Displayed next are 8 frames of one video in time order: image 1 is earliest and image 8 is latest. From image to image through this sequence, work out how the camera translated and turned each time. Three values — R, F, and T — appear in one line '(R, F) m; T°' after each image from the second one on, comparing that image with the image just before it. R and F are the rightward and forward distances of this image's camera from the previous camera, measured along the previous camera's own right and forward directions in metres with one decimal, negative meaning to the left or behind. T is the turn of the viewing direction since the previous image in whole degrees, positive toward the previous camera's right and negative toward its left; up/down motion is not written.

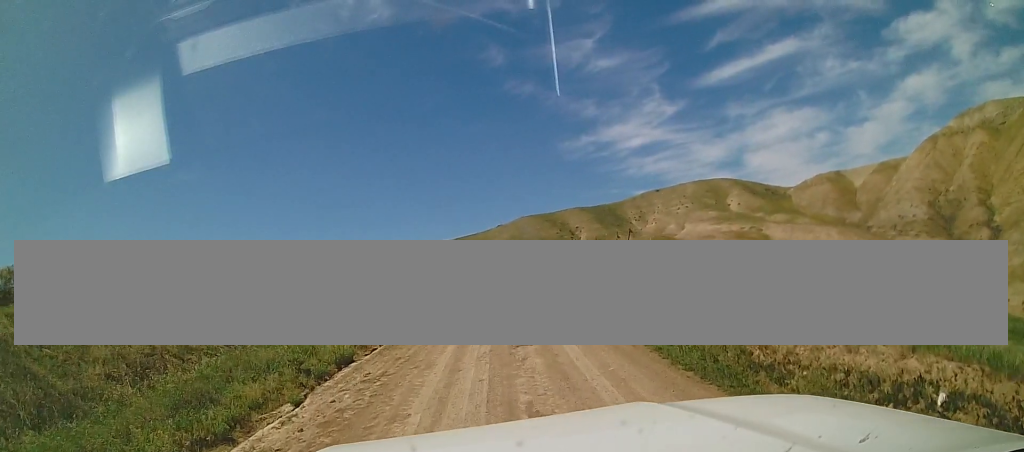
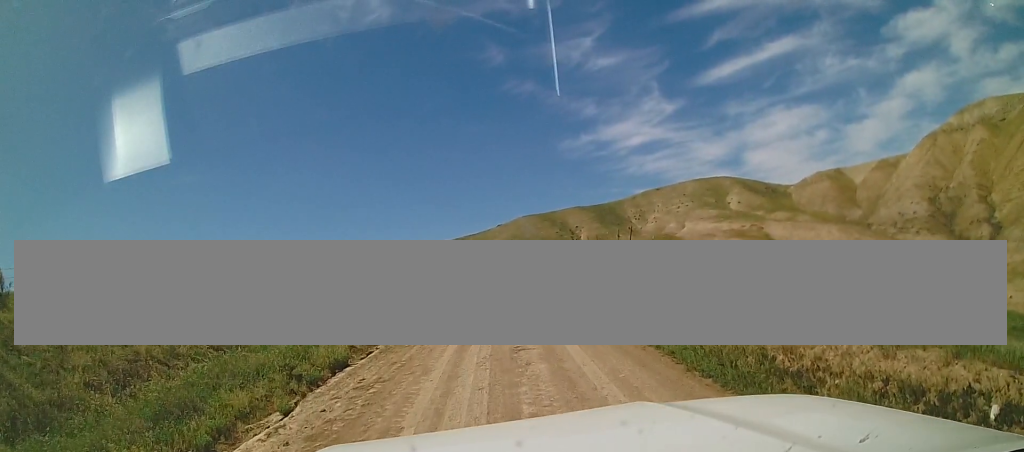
(0.0, +0.7) m; 0°
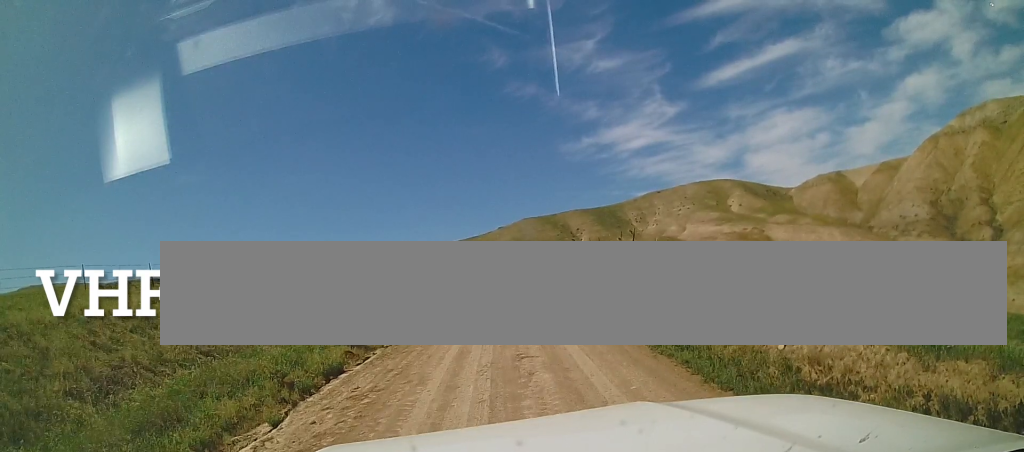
(+0.3, +1.0) m; 0°
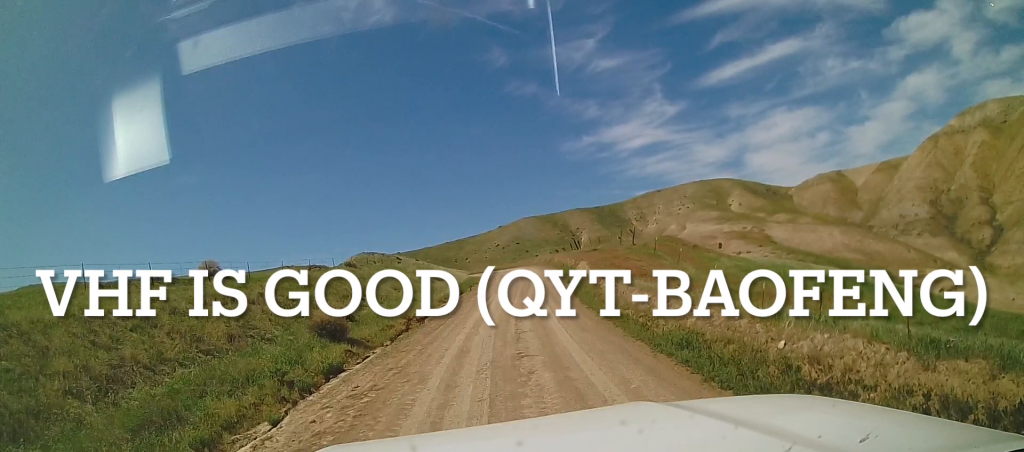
(+0.1, +0.3) m; 0°
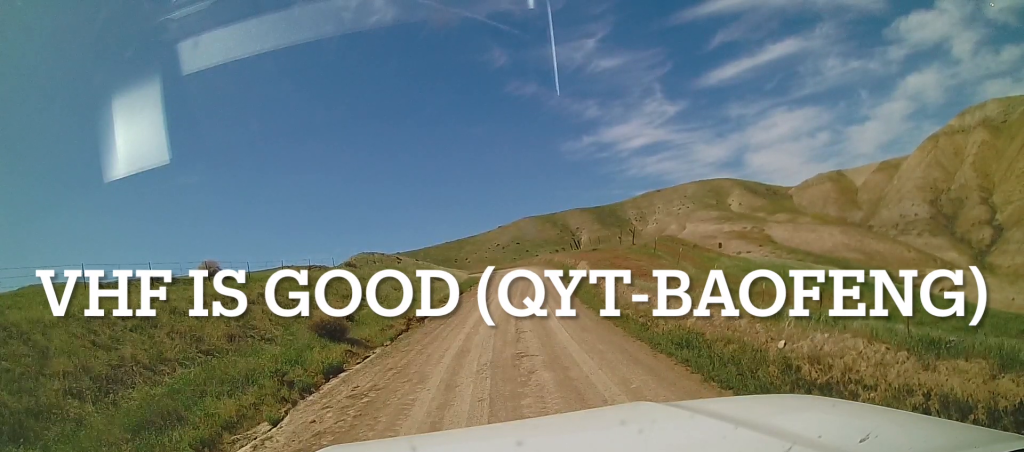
(+0.1, +0.2) m; 0°
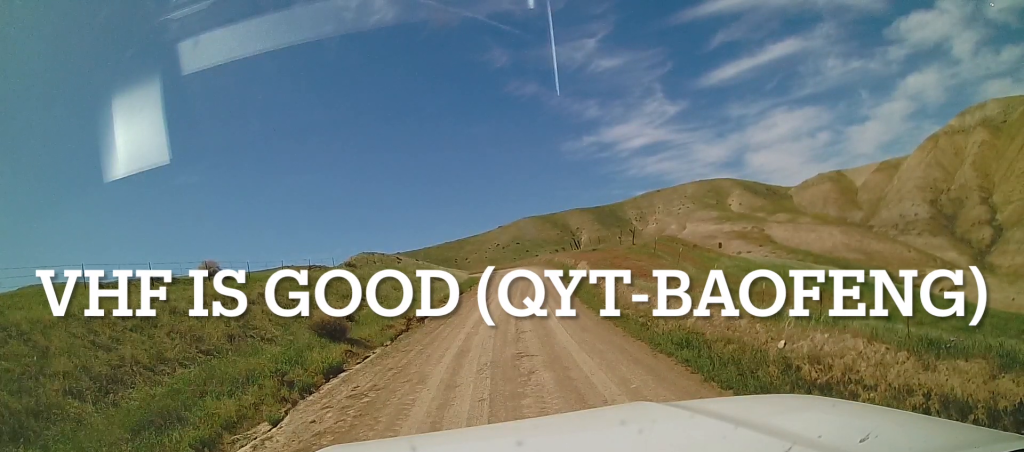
(0.0, 0.0) m; 0°
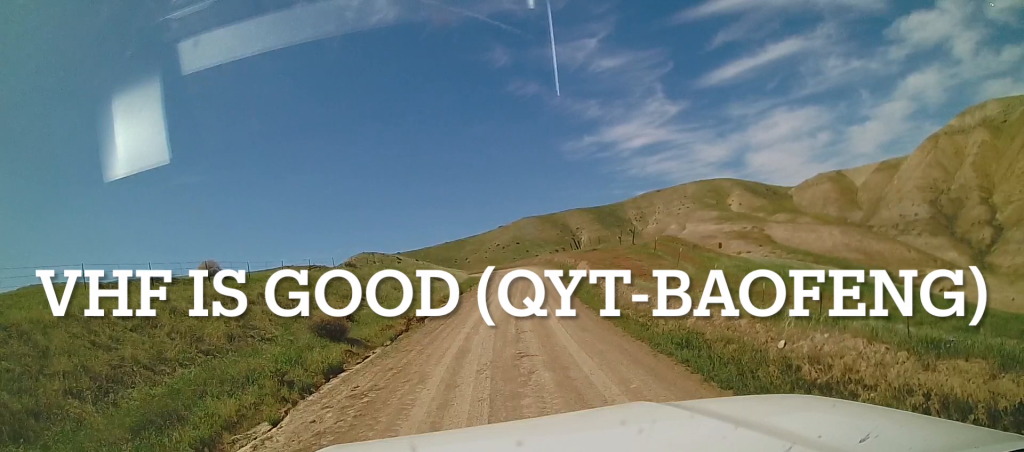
(+0.1, +0.3) m; 0°
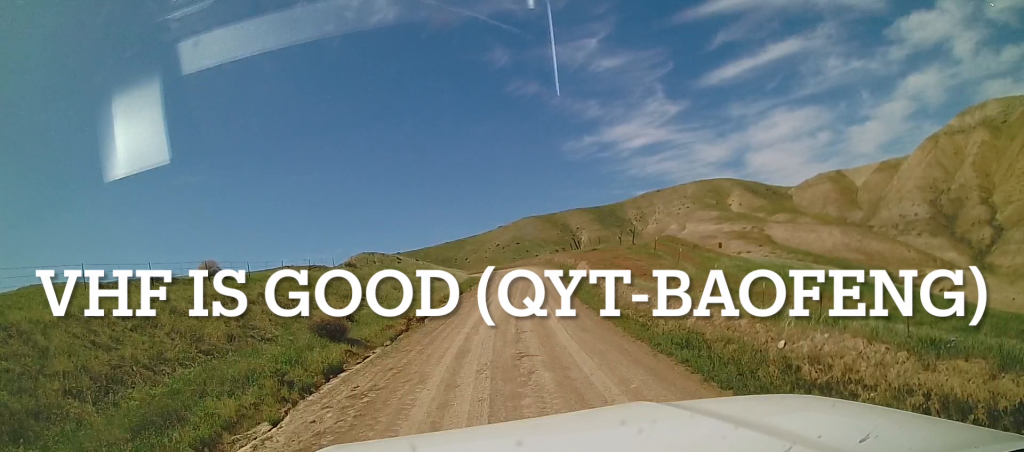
(0.0, 0.0) m; 0°
